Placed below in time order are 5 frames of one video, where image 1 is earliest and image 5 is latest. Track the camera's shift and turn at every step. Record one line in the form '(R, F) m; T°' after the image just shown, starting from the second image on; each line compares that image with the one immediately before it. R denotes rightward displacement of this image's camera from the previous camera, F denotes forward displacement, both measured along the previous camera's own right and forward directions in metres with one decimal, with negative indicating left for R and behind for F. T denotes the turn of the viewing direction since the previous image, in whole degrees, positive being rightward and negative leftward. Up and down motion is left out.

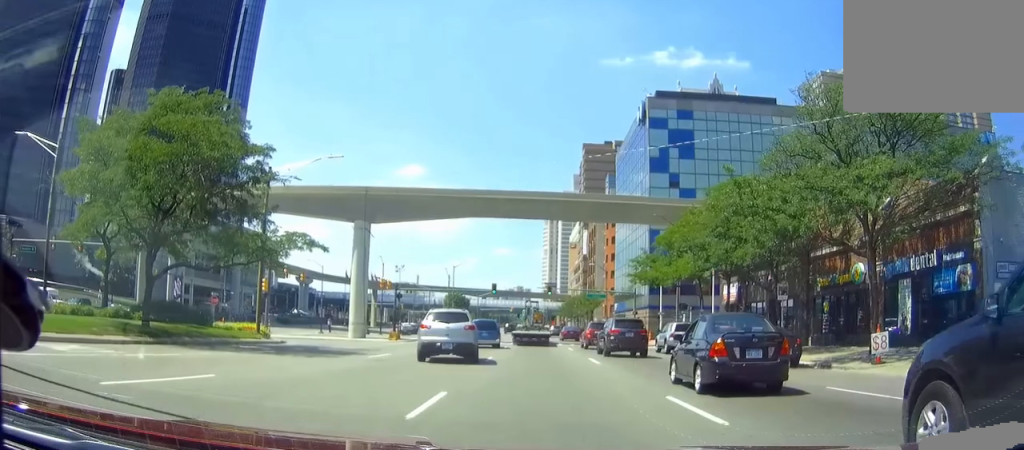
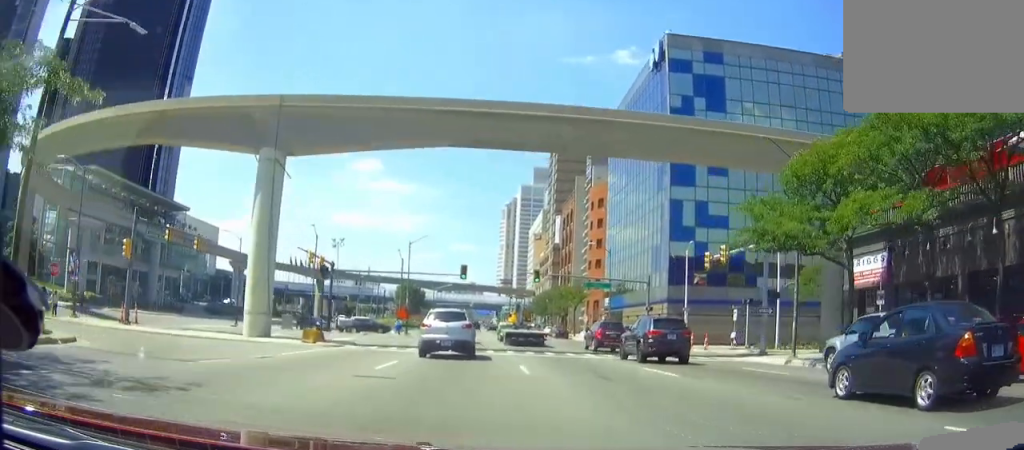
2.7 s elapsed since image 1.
(+0.3, +23.0) m; +3°
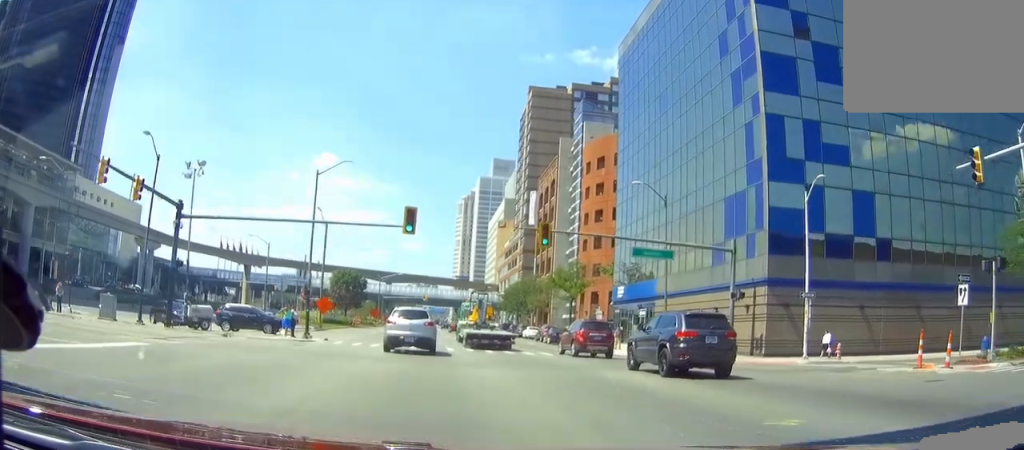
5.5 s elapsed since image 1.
(+1.8, +30.5) m; +3°
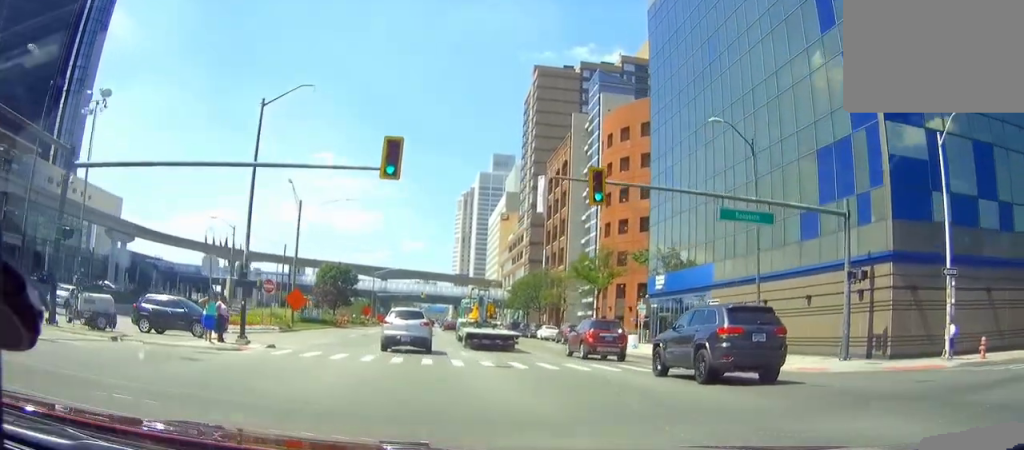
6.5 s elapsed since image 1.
(-0.2, +12.4) m; -3°
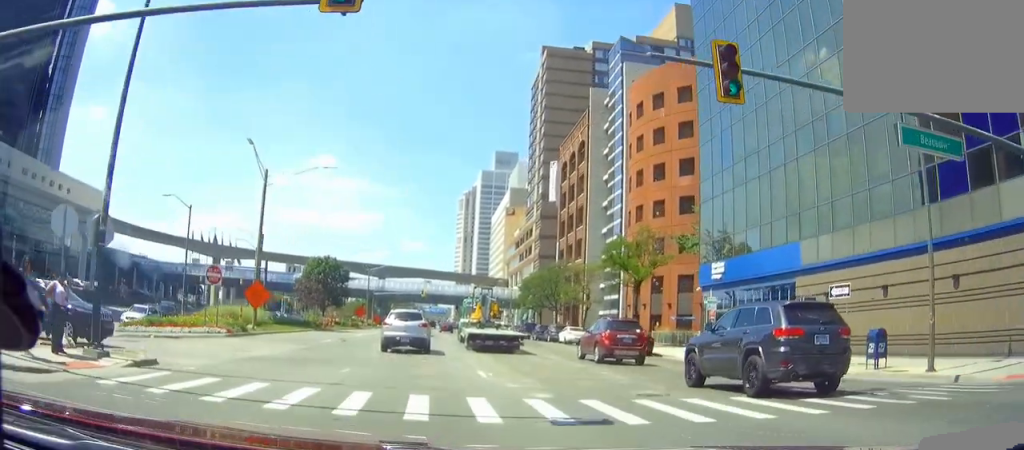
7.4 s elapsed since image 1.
(-0.4, +11.7) m; -3°
